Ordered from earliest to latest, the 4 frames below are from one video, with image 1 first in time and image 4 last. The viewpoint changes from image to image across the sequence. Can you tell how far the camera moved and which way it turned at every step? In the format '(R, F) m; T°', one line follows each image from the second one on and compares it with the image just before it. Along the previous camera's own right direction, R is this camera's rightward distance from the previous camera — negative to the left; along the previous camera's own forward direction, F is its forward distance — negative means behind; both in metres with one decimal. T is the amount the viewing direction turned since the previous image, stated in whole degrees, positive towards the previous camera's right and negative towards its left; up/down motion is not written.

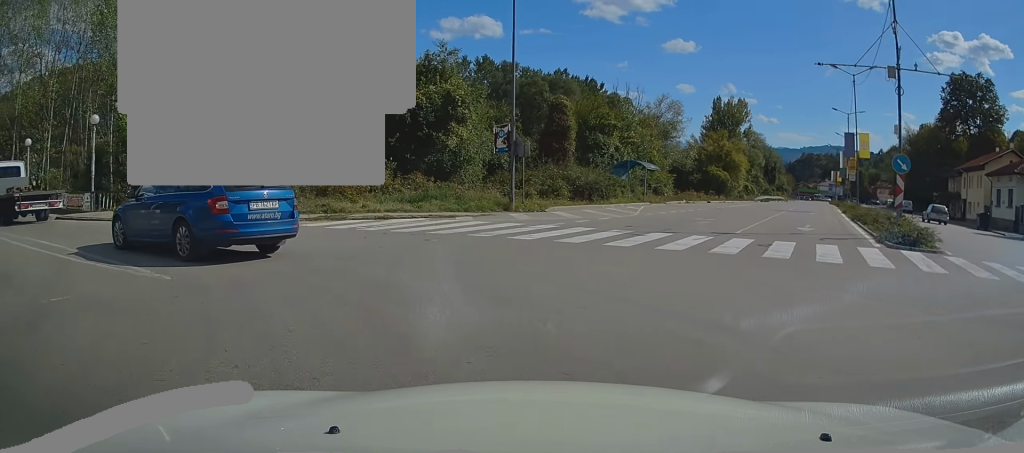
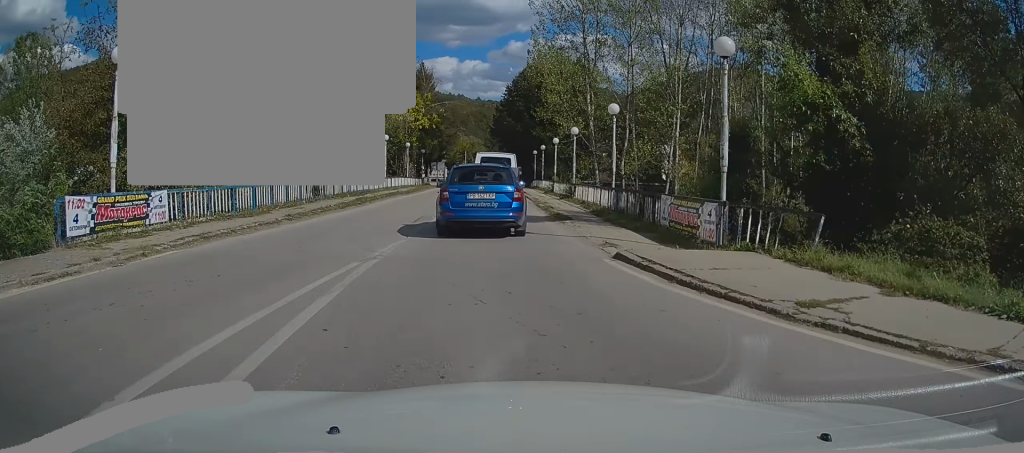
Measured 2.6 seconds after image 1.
(-6.8, +12.3) m; -48°
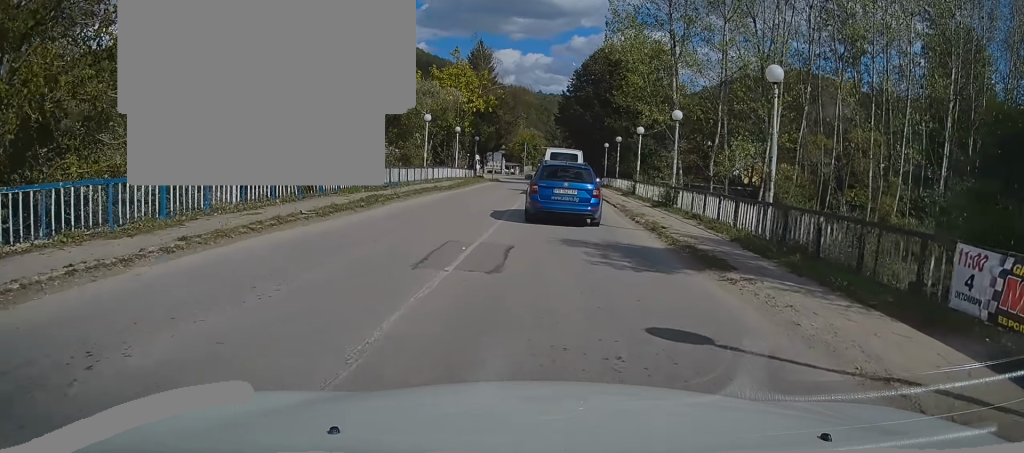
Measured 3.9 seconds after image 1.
(-1.2, +8.6) m; -10°
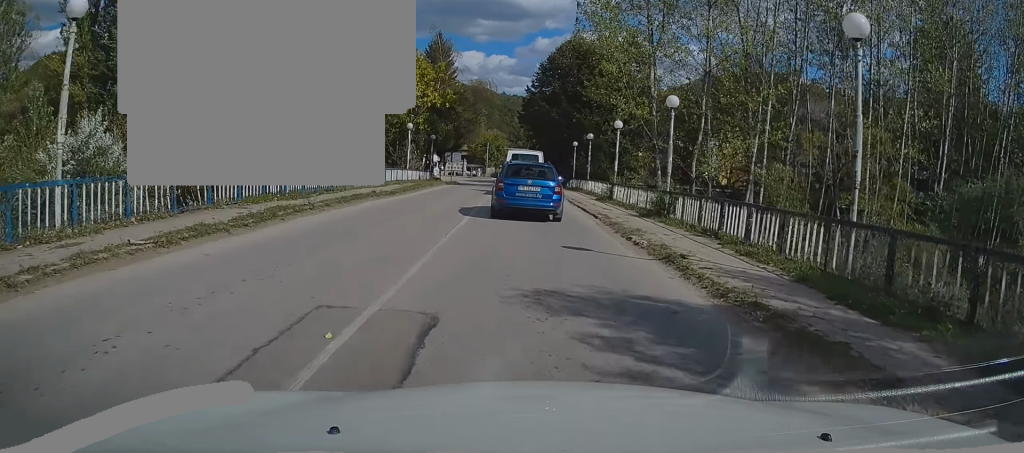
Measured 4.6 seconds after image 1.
(-0.2, +4.8) m; 0°
